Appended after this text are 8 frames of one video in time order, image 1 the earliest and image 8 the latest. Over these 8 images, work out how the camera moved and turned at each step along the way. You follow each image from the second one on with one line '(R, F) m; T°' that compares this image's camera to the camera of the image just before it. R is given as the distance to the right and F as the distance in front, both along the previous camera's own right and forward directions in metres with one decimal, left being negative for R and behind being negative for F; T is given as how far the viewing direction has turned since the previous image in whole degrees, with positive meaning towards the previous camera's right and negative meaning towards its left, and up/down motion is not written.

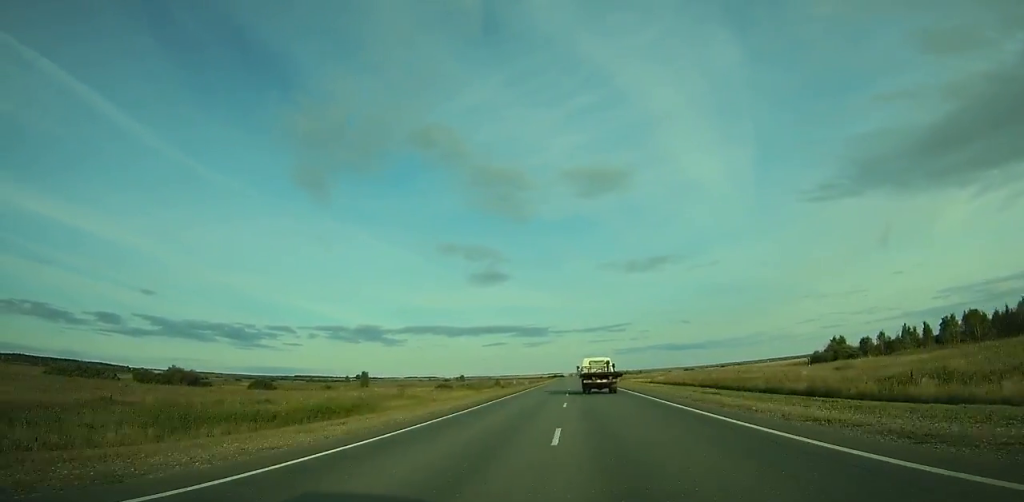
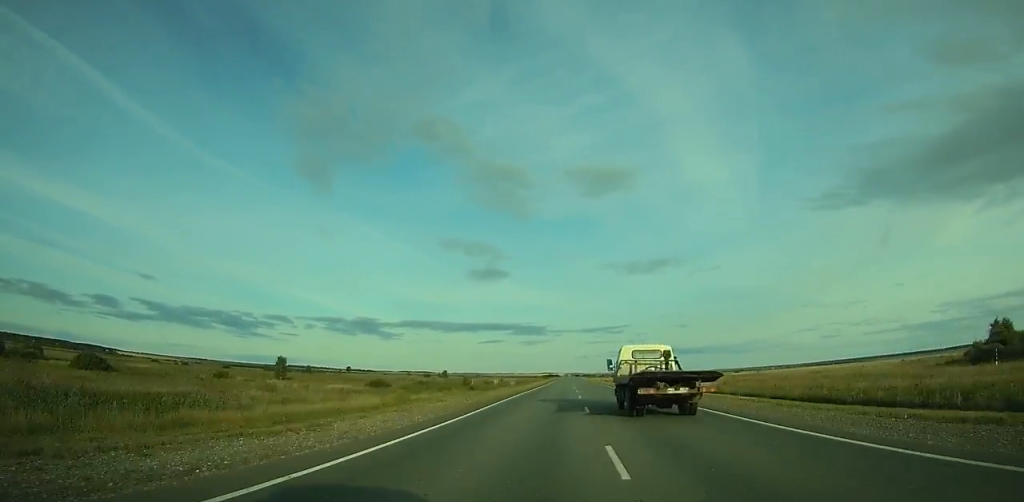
(-0.3, +50.7) m; 0°
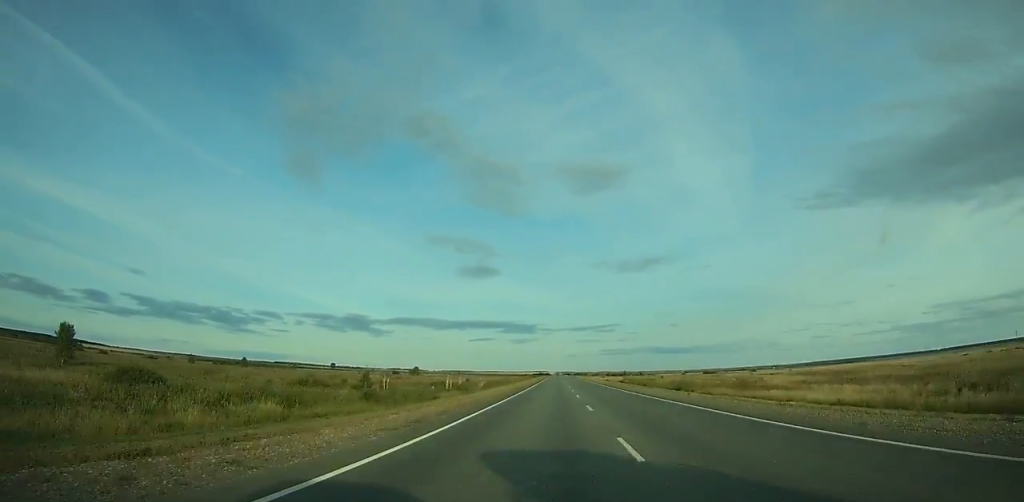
(+0.3, +57.1) m; +1°
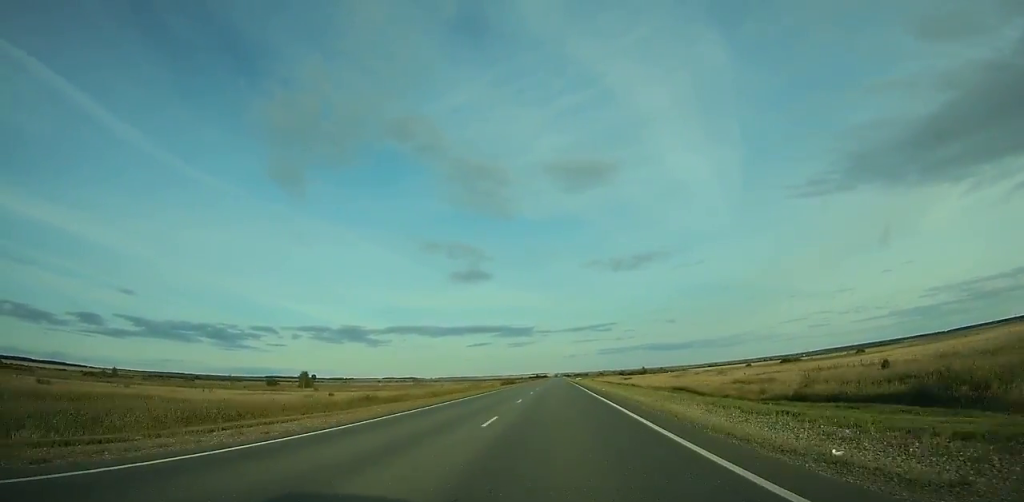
(+1.7, +141.8) m; 0°
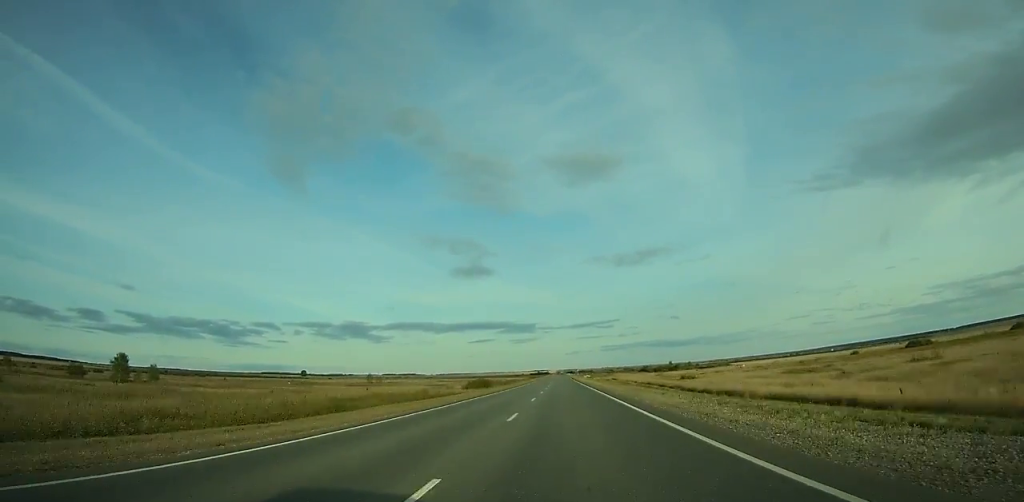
(-1.0, +87.2) m; -1°
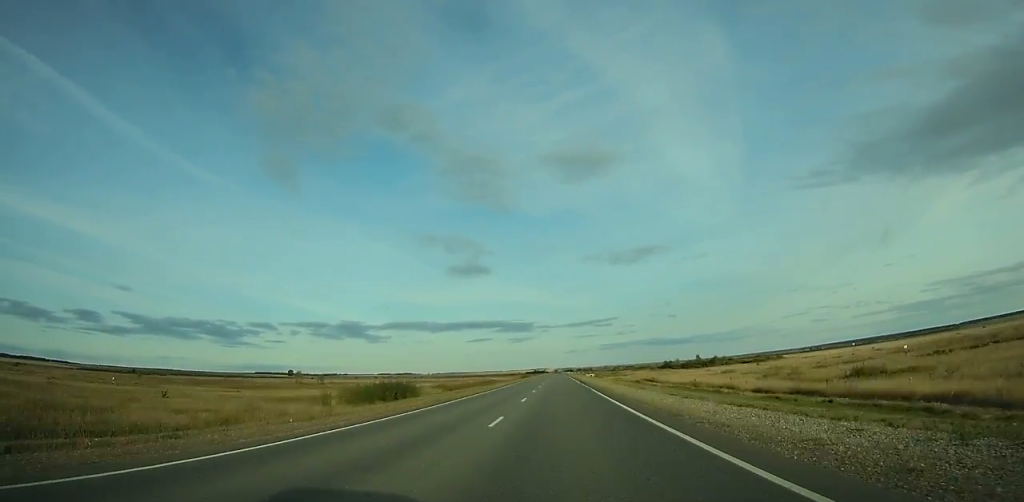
(0.0, +65.6) m; 0°
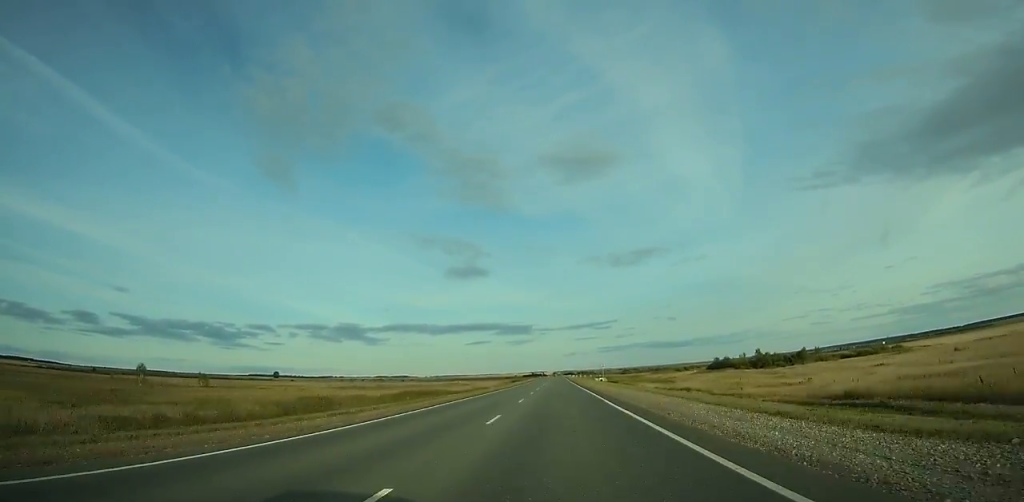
(+0.1, +75.6) m; 0°
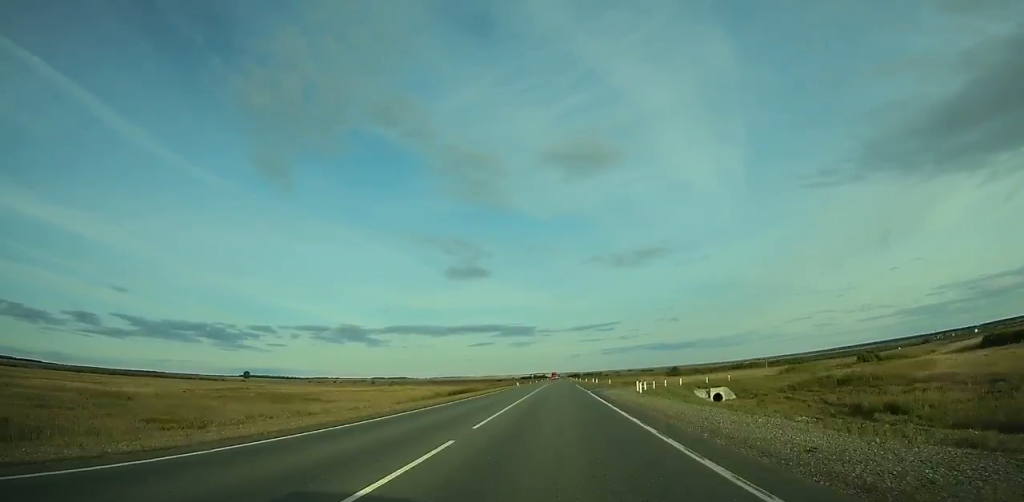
(-0.7, +169.6) m; 0°
